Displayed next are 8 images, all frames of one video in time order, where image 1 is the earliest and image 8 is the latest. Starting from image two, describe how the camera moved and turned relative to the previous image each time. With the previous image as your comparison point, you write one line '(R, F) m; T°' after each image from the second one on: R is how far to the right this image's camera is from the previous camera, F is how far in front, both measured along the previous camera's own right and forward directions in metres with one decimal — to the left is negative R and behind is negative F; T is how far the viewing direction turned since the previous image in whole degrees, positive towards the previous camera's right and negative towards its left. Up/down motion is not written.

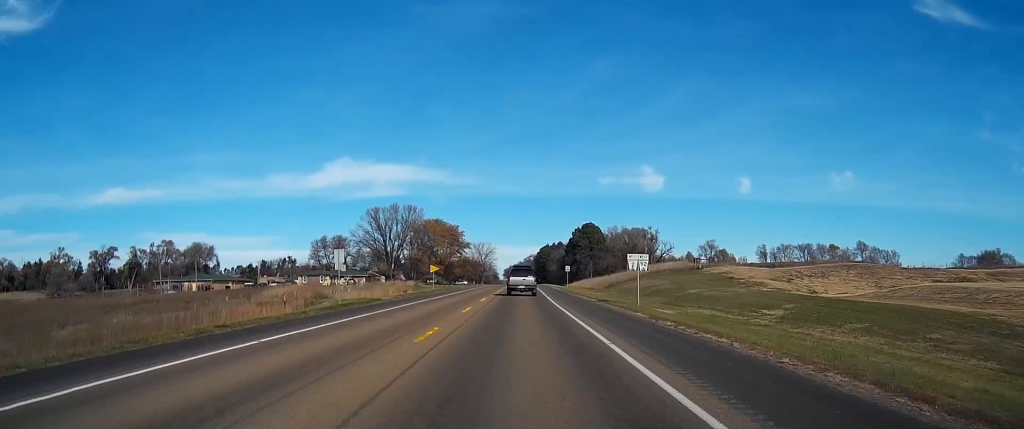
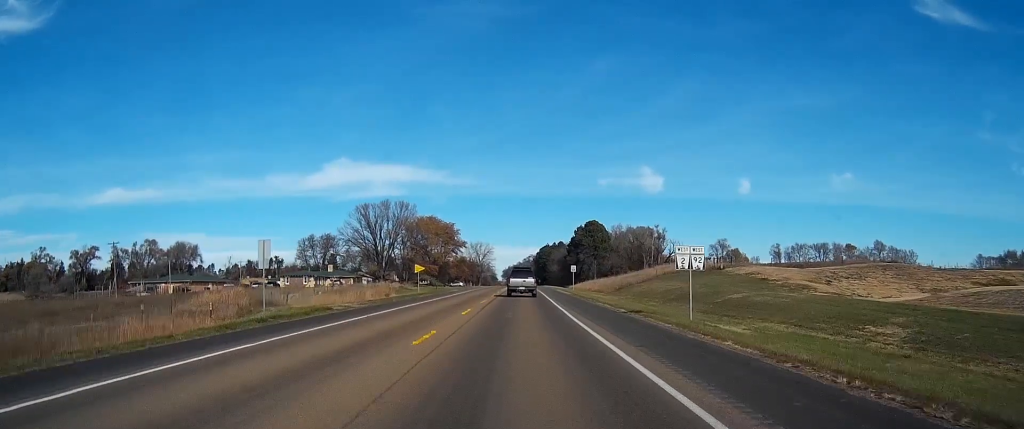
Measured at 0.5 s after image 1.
(0.0, +12.8) m; 0°
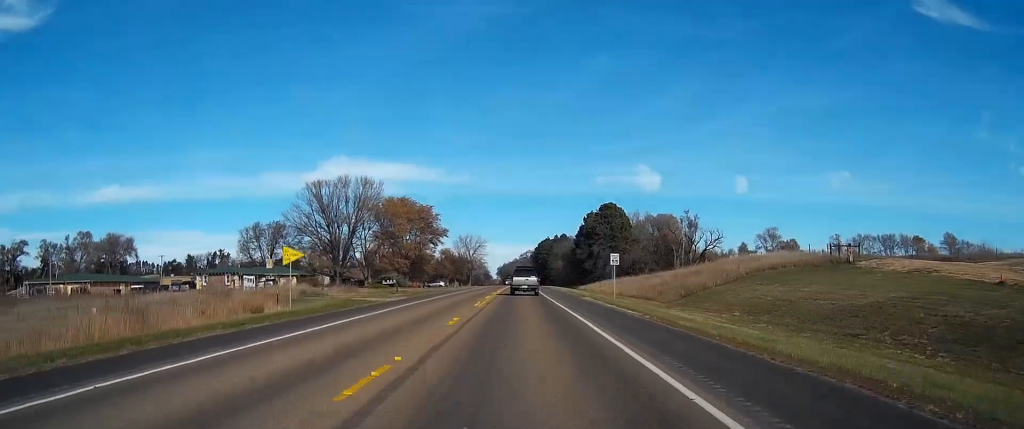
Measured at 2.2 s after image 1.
(0.0, +42.6) m; 0°
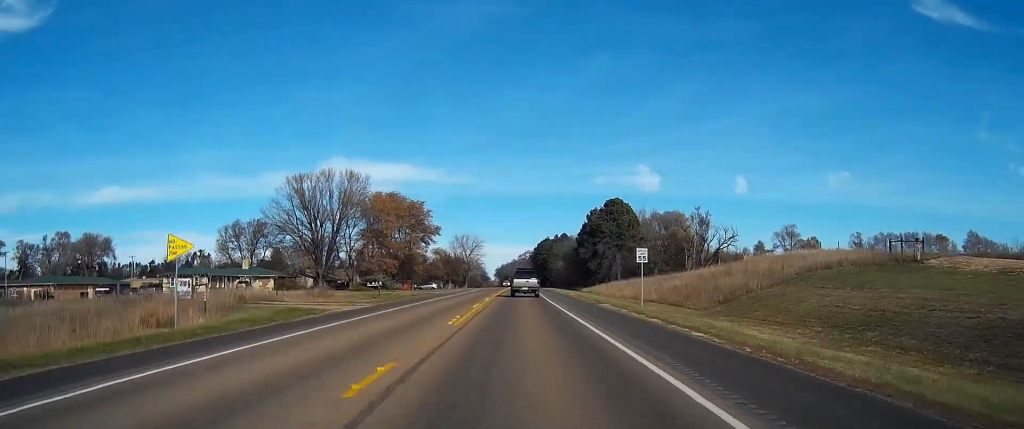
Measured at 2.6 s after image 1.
(0.0, +11.9) m; 0°
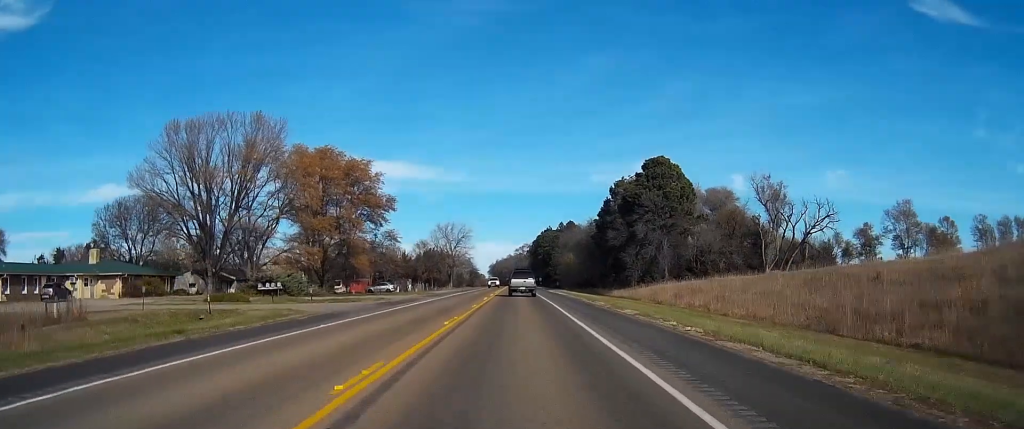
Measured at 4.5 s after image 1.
(+0.2, +48.4) m; 0°
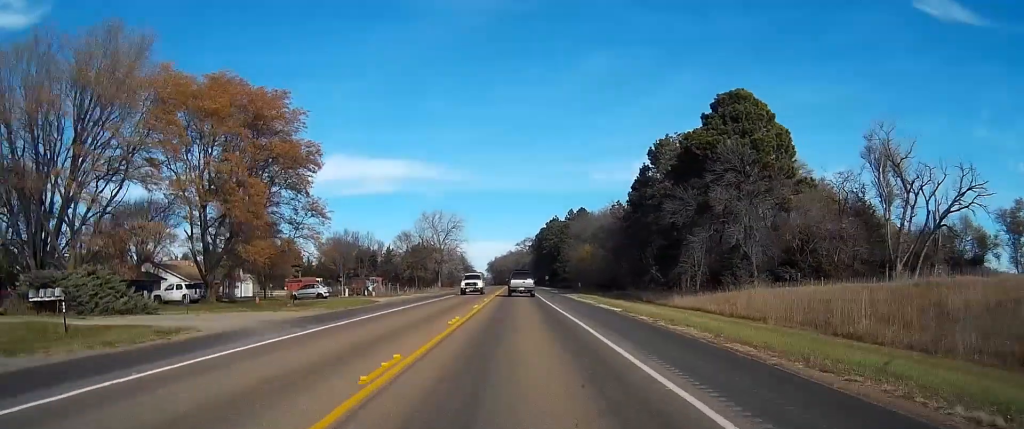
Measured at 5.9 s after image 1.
(0.0, +35.8) m; 0°
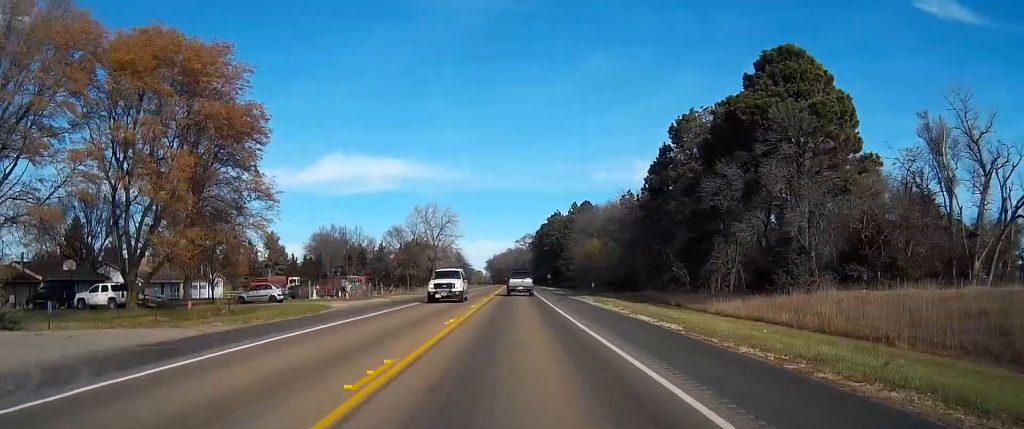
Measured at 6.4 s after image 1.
(0.0, +12.9) m; 0°
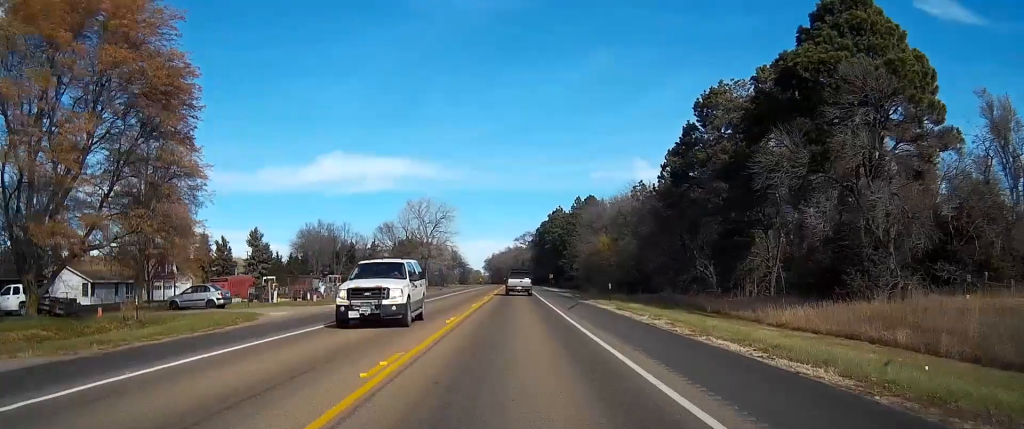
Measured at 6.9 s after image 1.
(0.0, +11.2) m; 0°
